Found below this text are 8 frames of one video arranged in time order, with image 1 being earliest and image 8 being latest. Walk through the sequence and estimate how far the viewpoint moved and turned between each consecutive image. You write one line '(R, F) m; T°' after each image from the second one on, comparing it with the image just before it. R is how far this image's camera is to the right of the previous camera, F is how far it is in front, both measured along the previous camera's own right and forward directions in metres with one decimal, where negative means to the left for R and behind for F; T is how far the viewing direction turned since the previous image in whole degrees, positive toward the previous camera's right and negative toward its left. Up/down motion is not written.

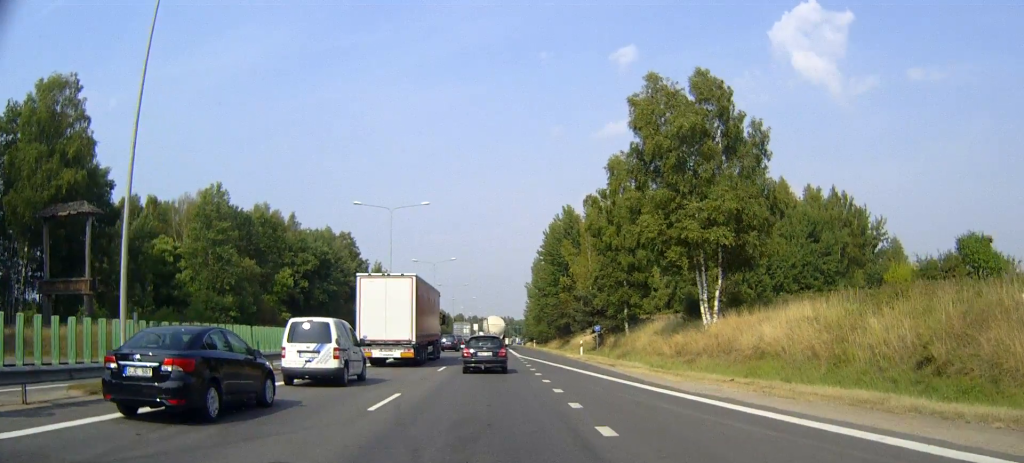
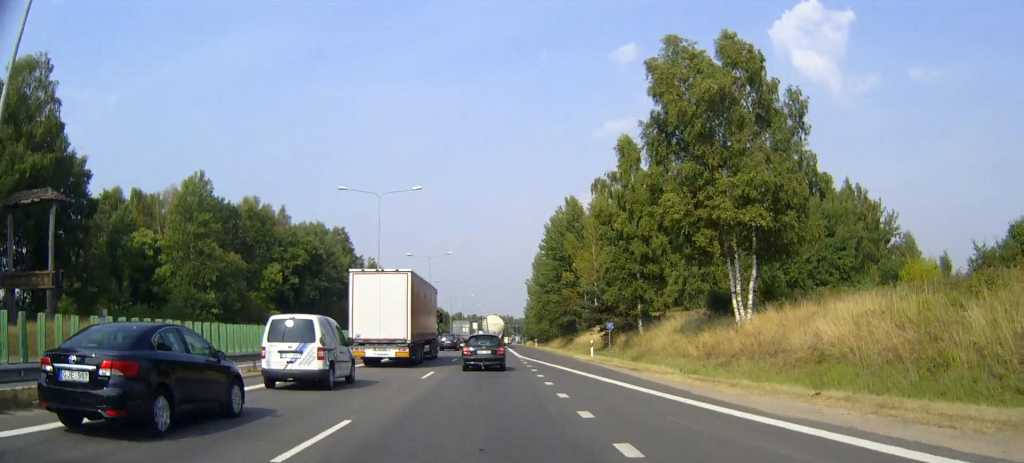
(0.0, +6.0) m; 0°
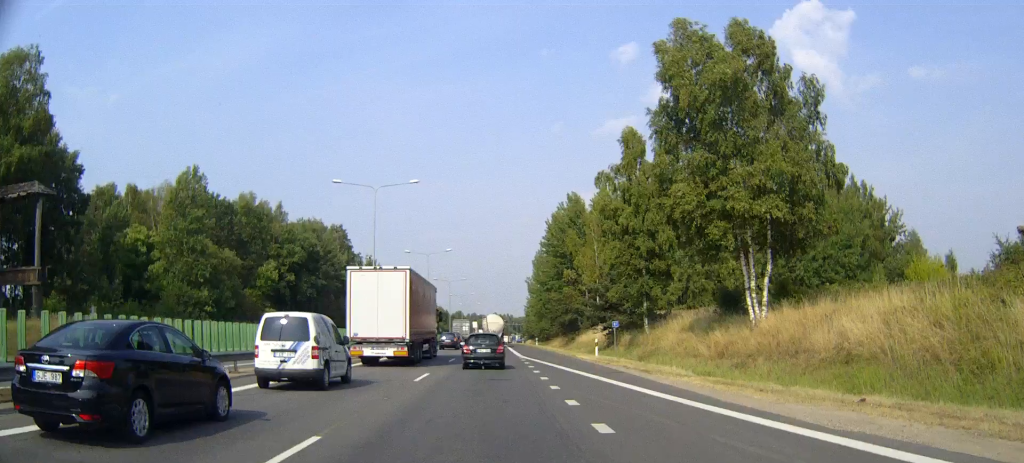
(0.0, +2.1) m; 0°
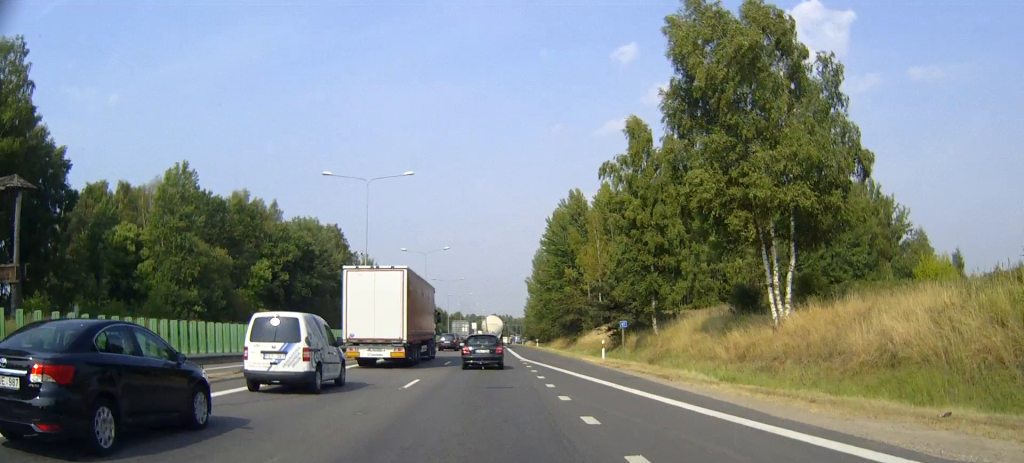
(0.0, +3.0) m; 0°
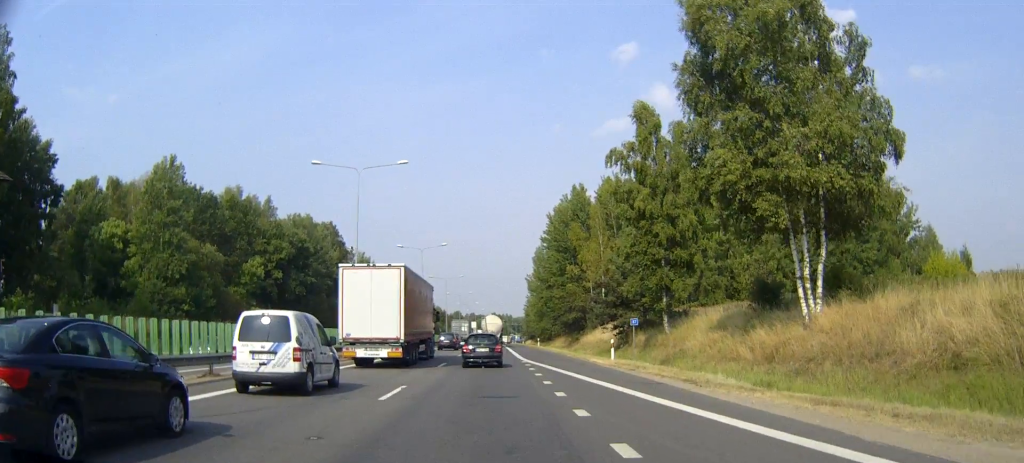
(0.0, +3.3) m; 0°
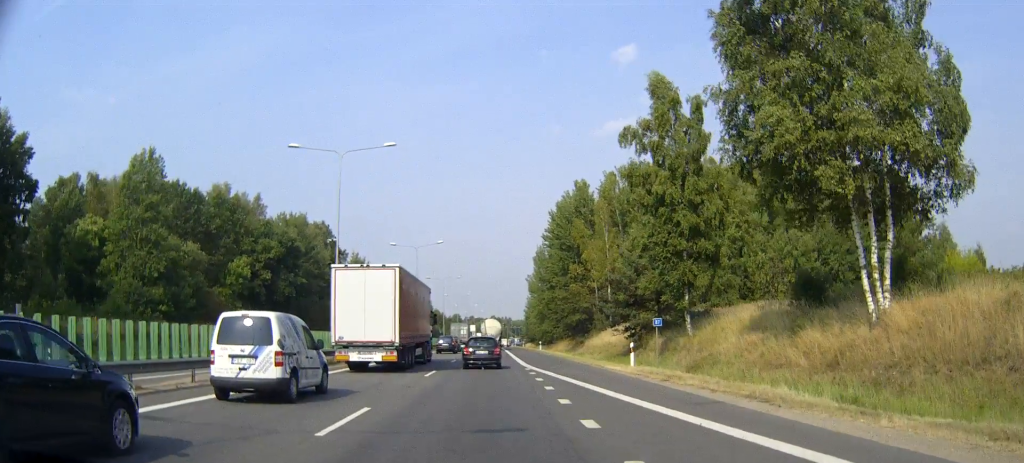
(0.0, +5.6) m; 0°
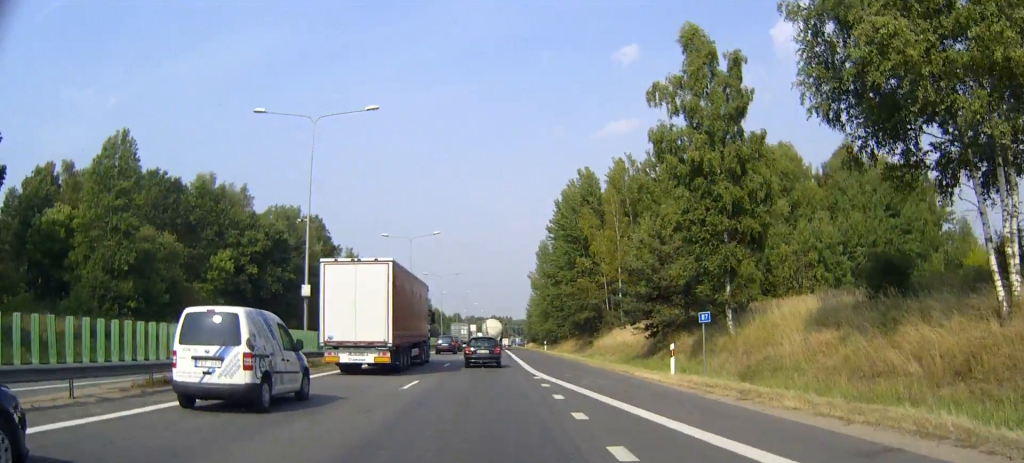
(0.0, +7.1) m; -1°
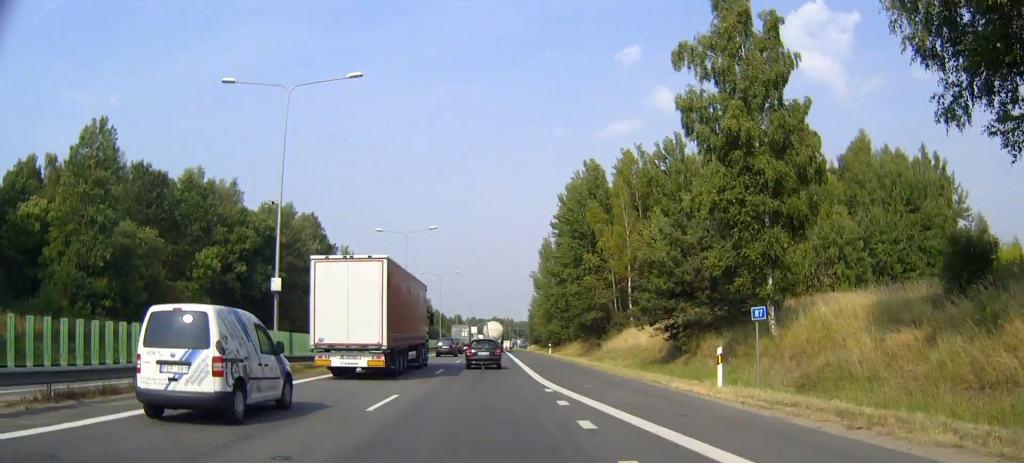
(0.0, +5.3) m; -1°
